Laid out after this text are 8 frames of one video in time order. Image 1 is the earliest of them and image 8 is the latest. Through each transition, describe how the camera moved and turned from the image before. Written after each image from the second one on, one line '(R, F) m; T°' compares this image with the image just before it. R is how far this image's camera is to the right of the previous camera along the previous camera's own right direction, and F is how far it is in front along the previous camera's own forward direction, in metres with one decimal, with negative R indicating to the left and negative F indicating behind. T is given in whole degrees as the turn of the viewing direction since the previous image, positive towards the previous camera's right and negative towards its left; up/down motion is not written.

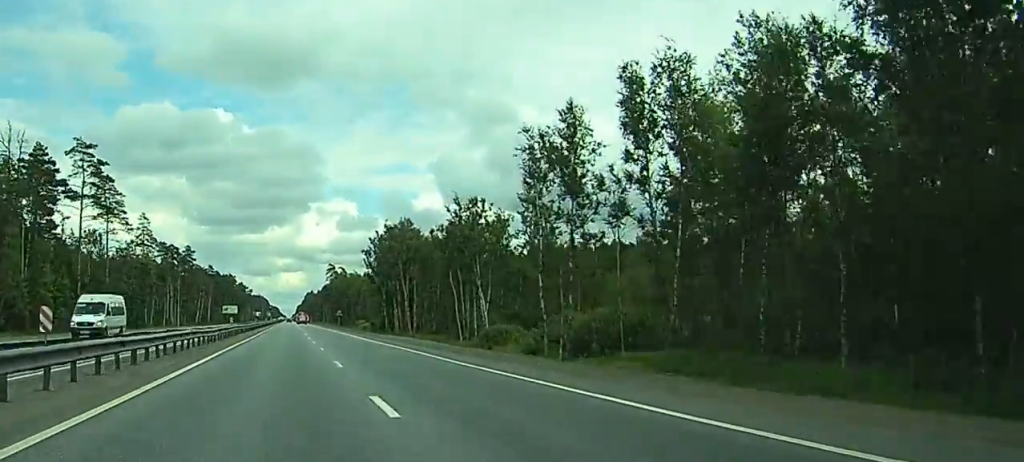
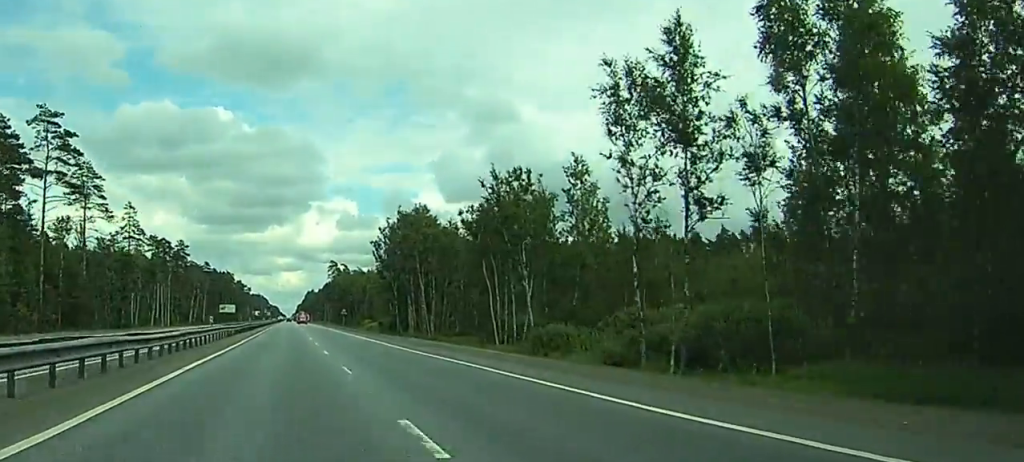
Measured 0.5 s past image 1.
(0.0, +15.4) m; 0°
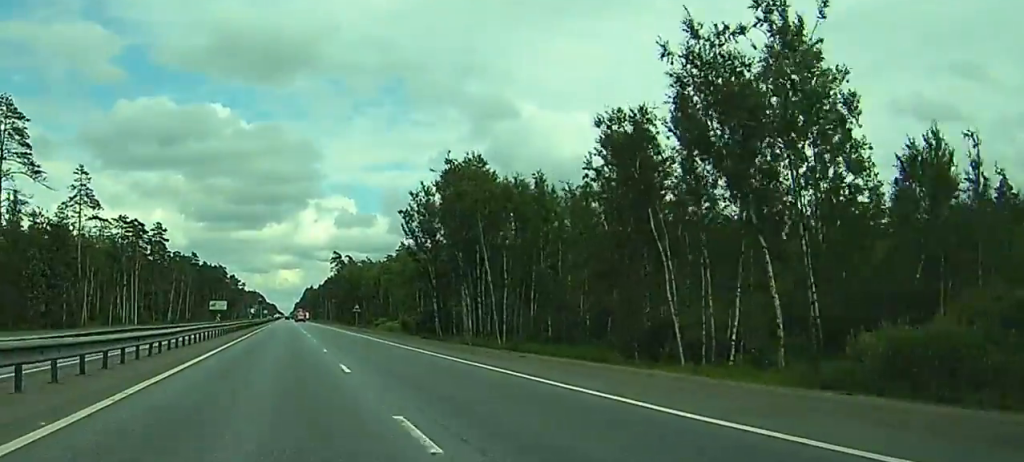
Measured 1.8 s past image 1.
(-0.1, +35.7) m; 0°
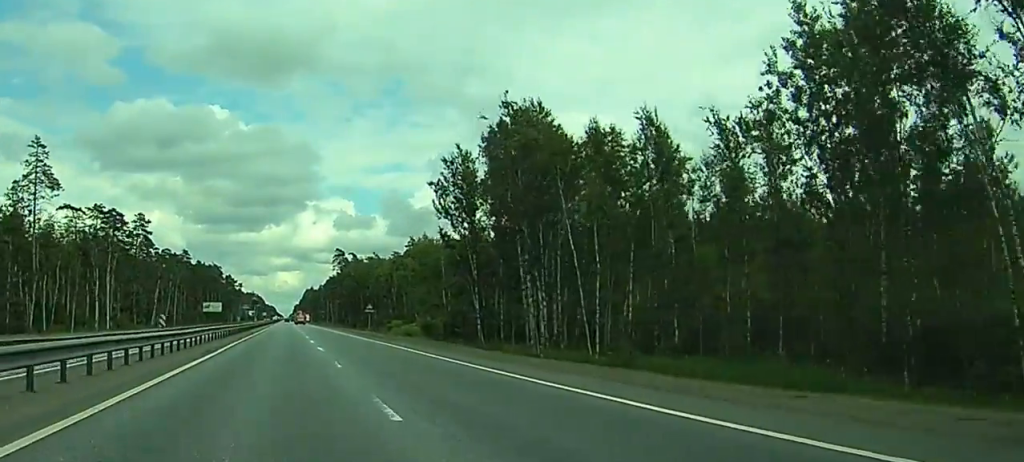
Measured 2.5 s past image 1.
(0.0, +21.2) m; 0°
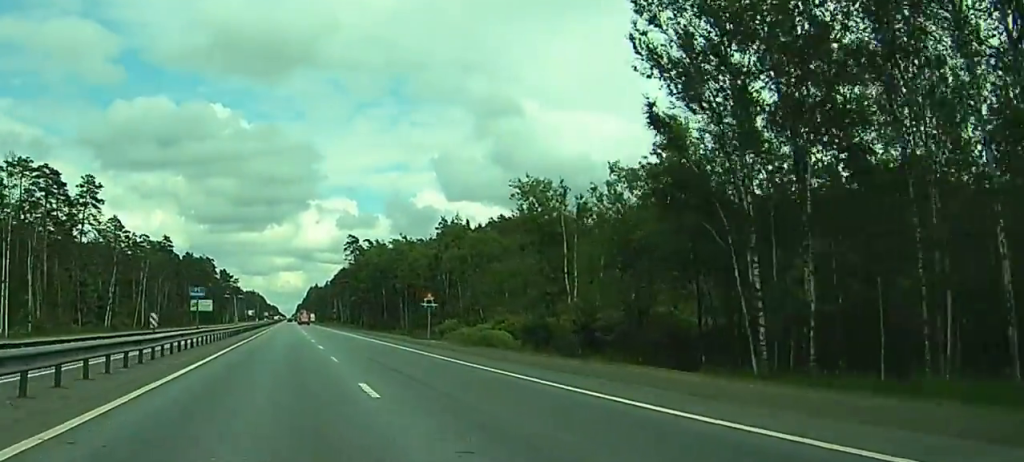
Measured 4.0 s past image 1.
(0.0, +44.5) m; 0°
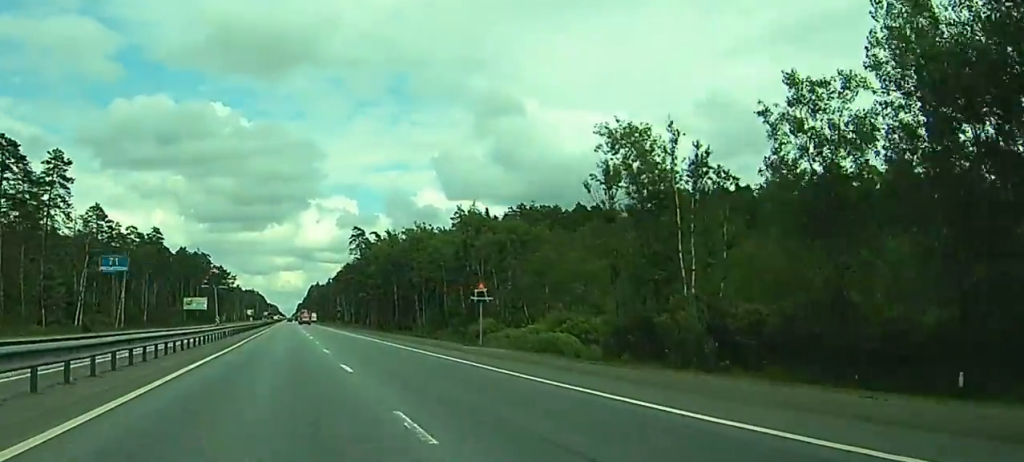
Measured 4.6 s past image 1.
(0.0, +17.5) m; +1°
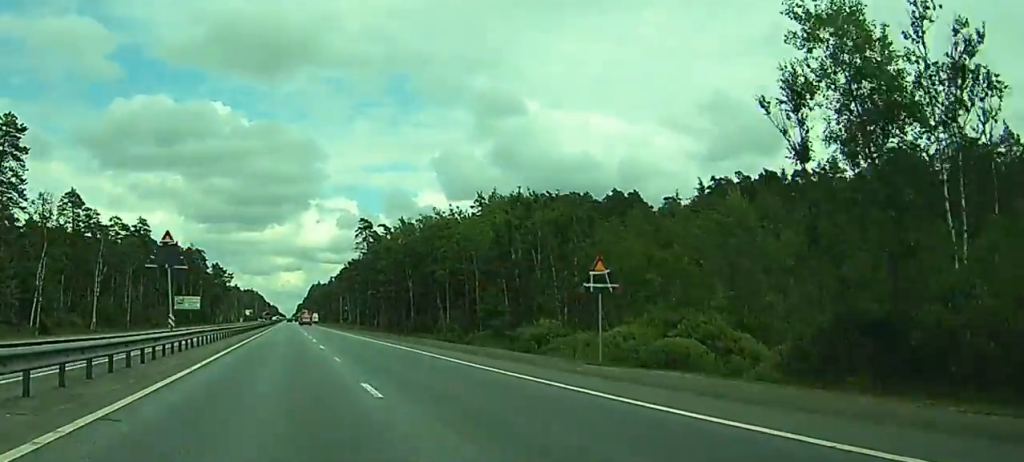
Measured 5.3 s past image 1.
(+0.1, +18.5) m; +1°
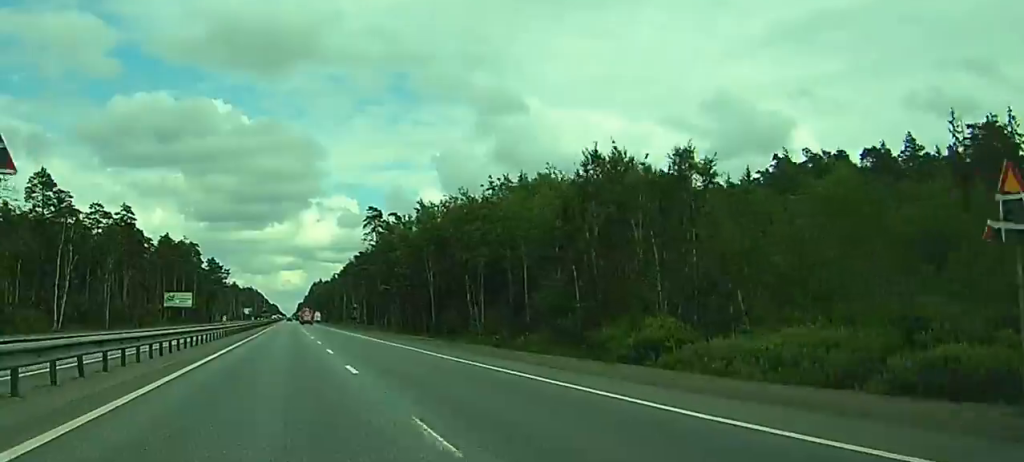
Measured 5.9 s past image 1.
(+0.3, +18.6) m; 0°
